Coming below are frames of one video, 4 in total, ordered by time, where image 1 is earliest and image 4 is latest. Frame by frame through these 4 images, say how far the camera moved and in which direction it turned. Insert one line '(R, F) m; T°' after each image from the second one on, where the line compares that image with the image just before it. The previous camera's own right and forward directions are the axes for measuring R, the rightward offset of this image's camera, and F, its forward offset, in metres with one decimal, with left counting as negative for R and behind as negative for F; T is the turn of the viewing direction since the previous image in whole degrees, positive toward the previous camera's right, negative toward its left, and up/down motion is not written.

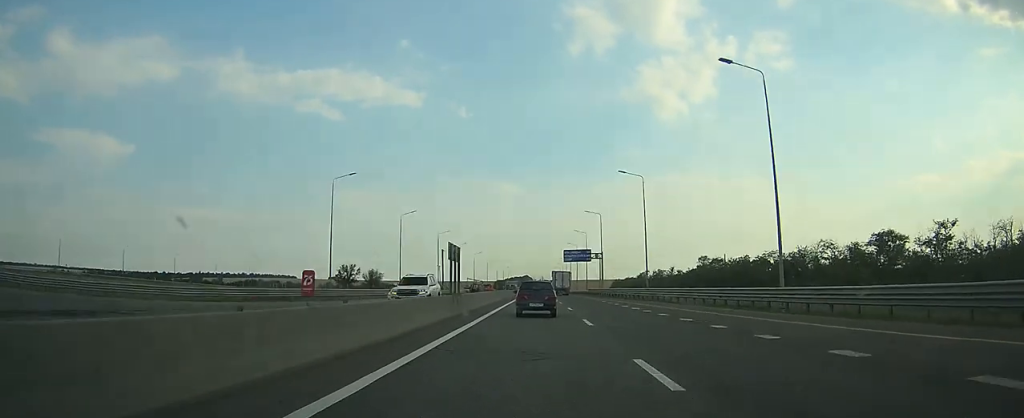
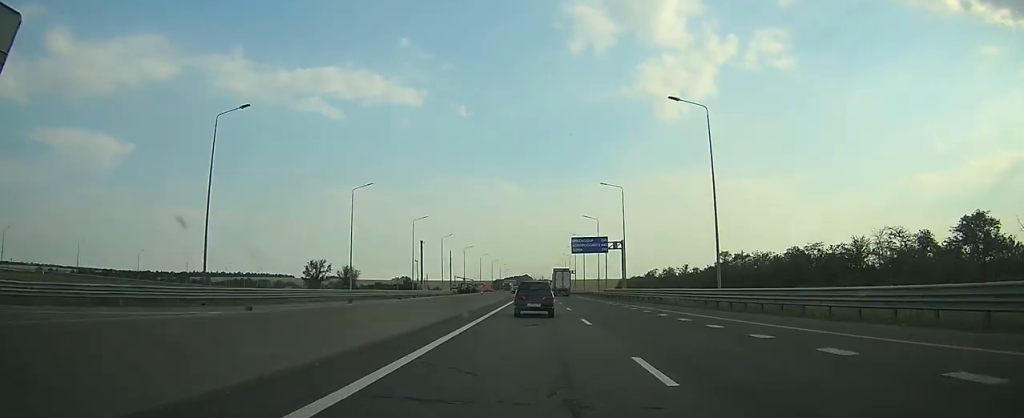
(0.0, +23.9) m; 0°
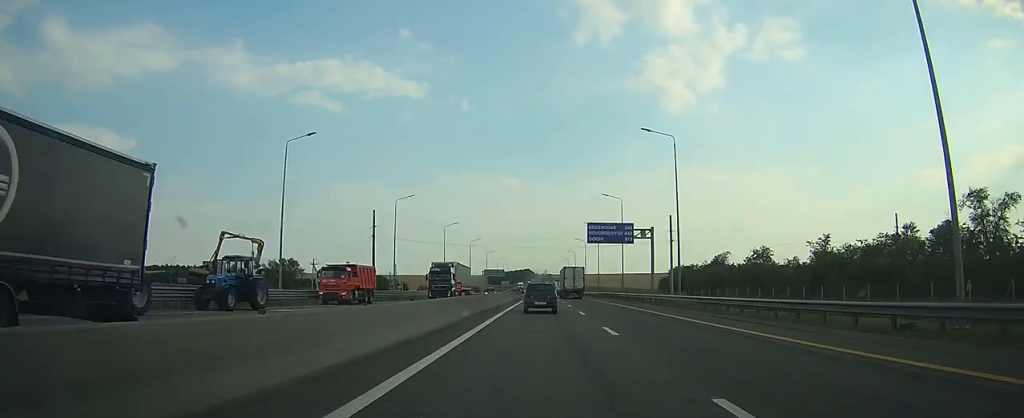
(-0.2, +112.2) m; 0°
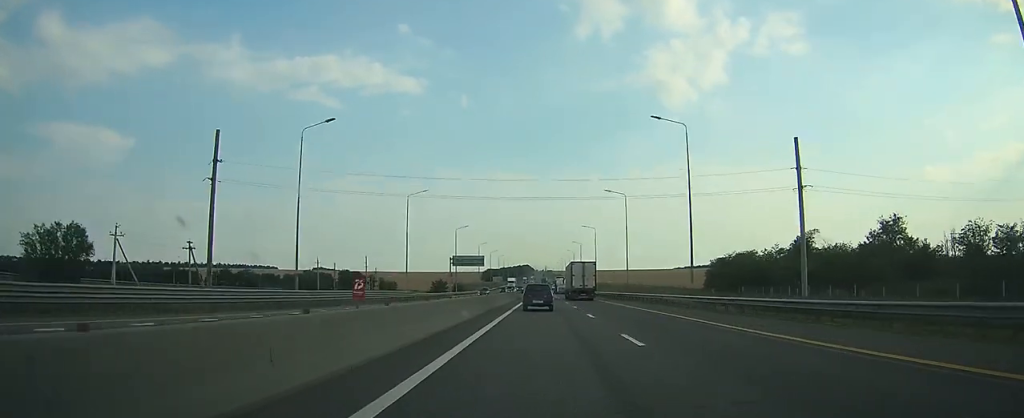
(+0.3, +63.0) m; 0°
